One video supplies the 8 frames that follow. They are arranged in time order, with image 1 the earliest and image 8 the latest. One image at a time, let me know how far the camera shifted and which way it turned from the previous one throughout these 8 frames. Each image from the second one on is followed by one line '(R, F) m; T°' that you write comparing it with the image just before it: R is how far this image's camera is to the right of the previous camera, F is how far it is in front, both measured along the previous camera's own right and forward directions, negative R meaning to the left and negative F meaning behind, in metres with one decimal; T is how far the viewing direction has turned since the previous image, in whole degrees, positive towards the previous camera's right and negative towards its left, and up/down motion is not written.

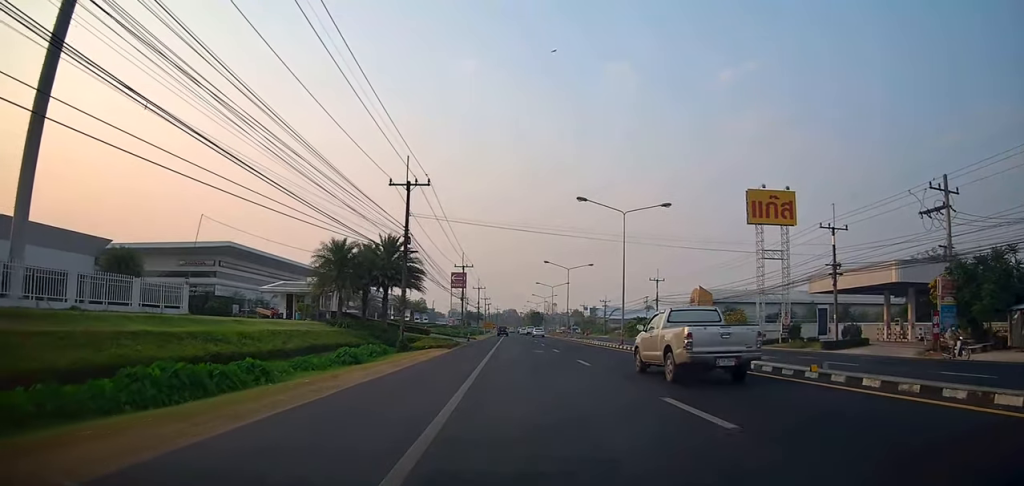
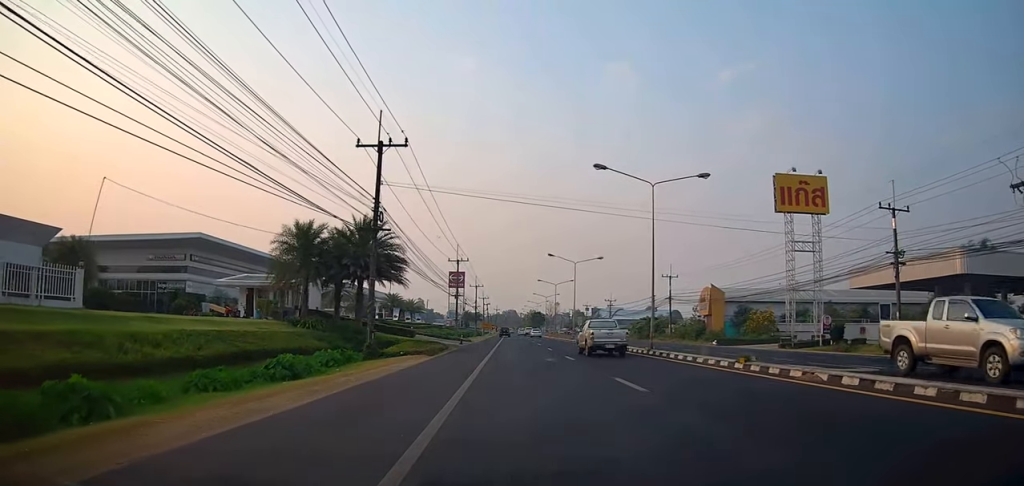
(0.0, +8.0) m; -5°
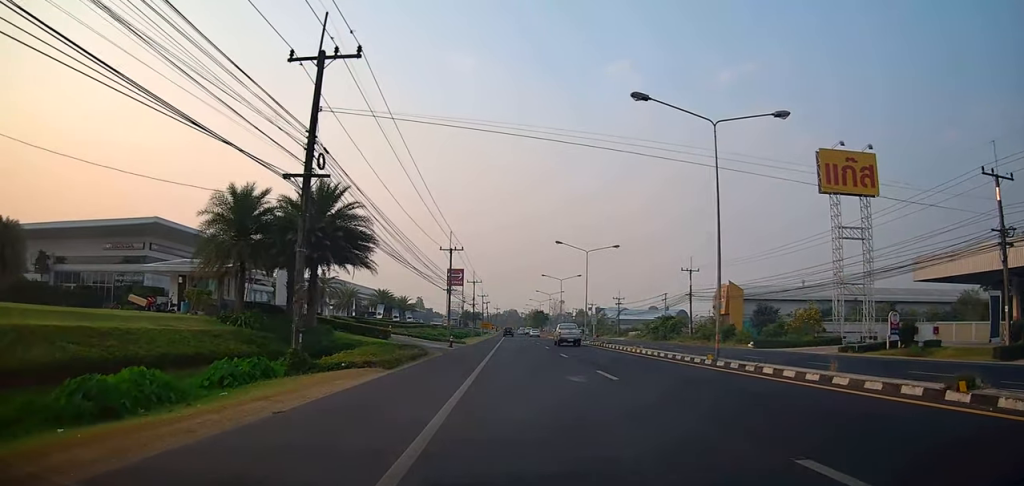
(-0.6, +9.6) m; 0°
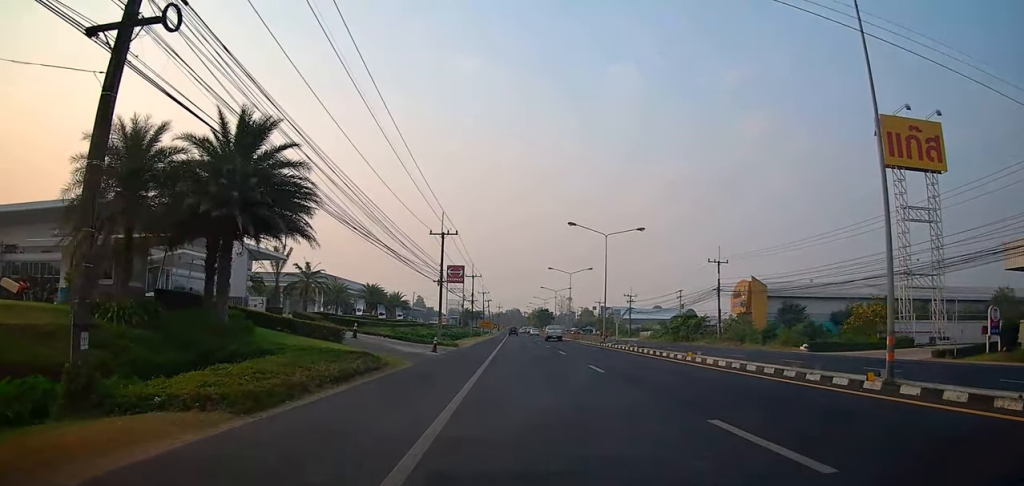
(+0.6, +9.9) m; +3°
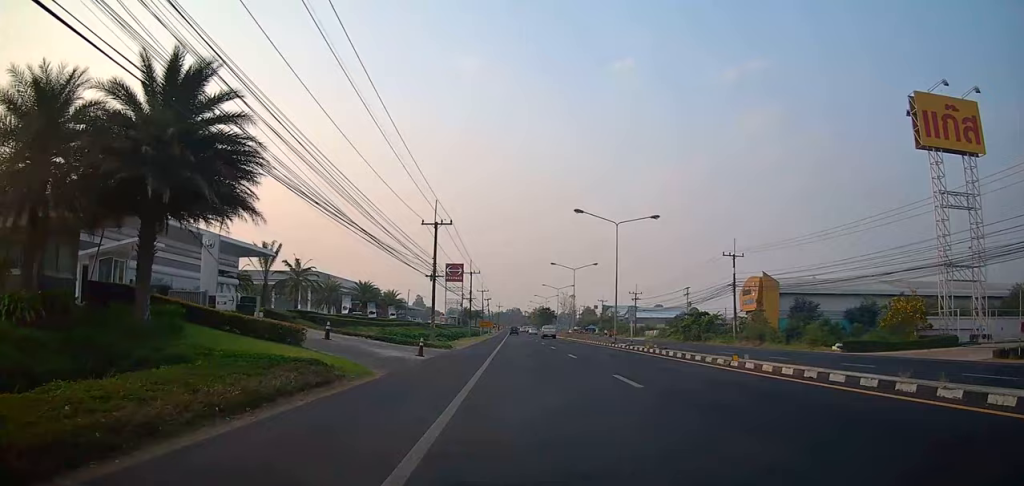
(0.0, +4.9) m; -1°
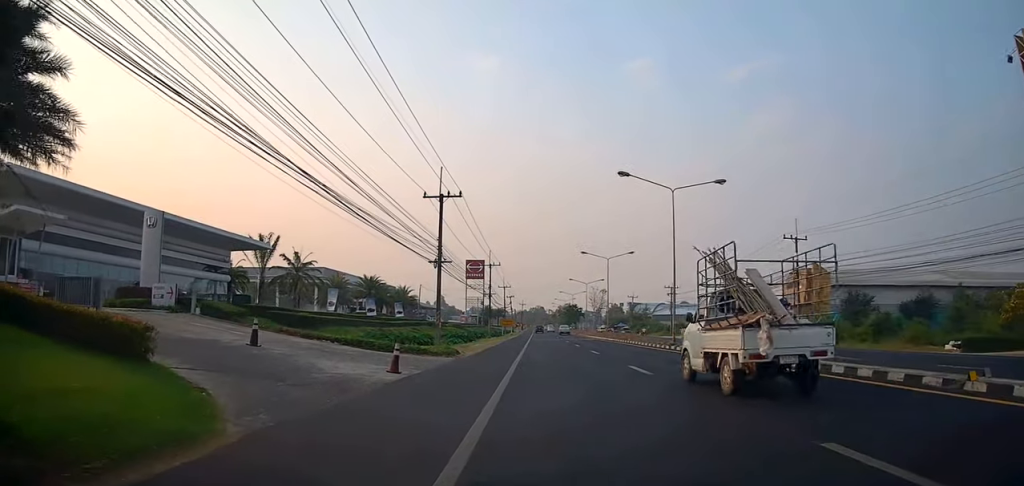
(-0.2, +10.1) m; +3°
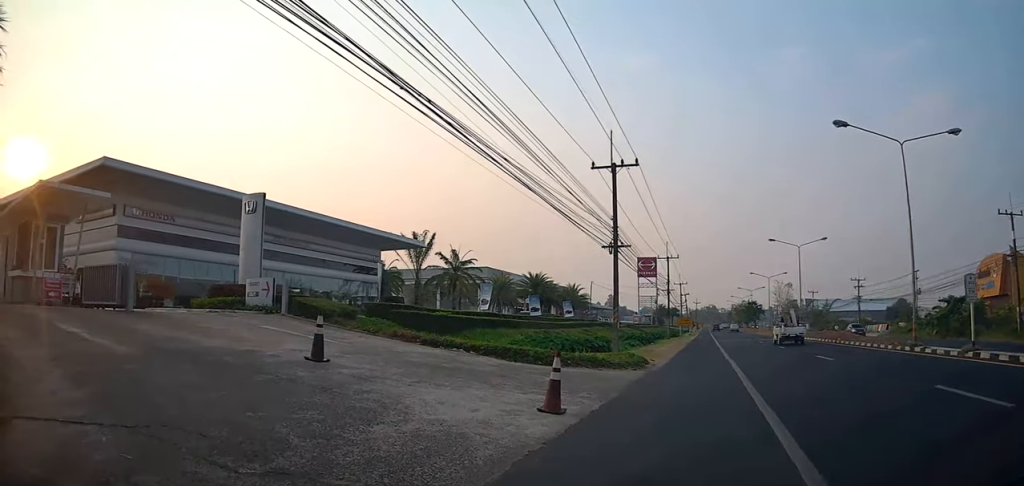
(-0.5, +7.5) m; -23°
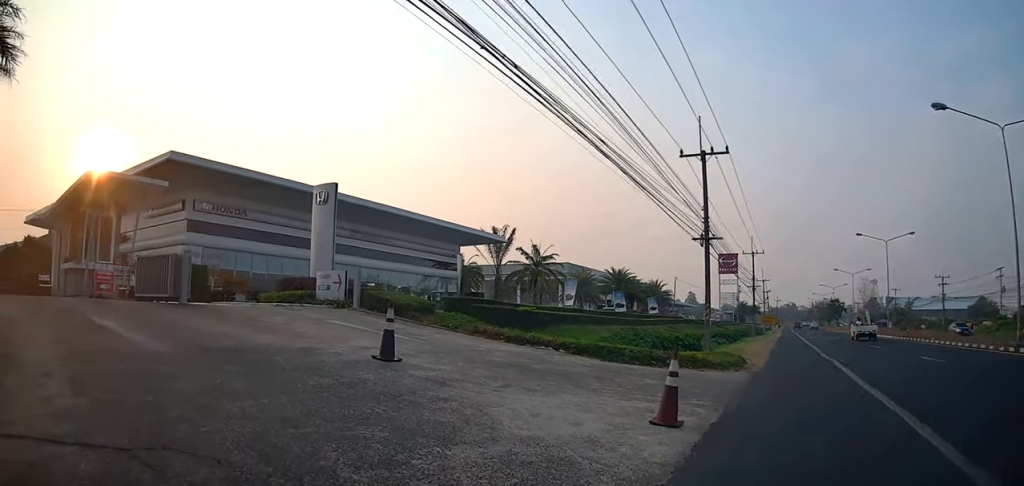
(-0.4, +1.5) m; -9°
